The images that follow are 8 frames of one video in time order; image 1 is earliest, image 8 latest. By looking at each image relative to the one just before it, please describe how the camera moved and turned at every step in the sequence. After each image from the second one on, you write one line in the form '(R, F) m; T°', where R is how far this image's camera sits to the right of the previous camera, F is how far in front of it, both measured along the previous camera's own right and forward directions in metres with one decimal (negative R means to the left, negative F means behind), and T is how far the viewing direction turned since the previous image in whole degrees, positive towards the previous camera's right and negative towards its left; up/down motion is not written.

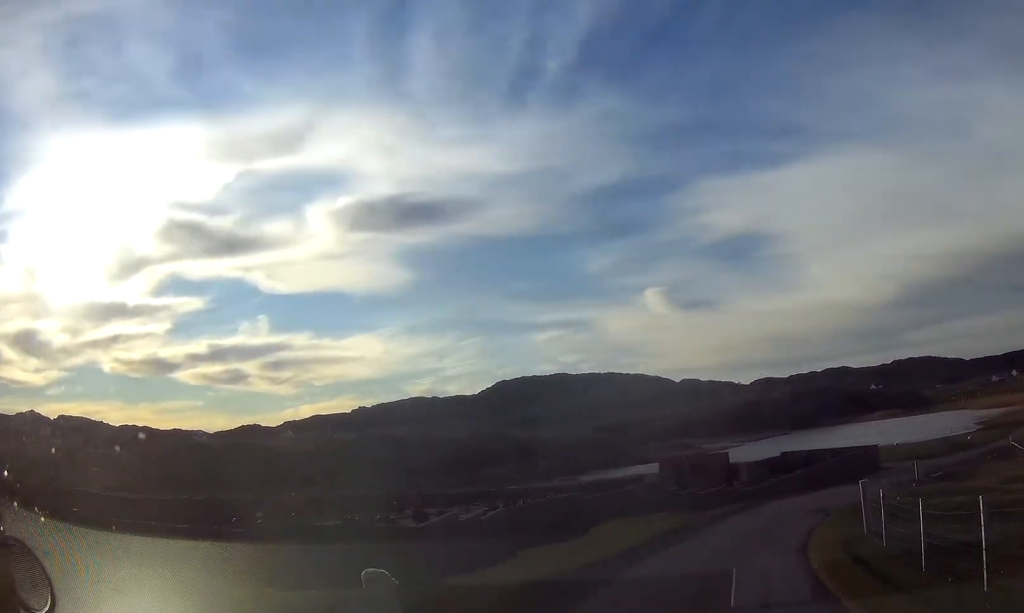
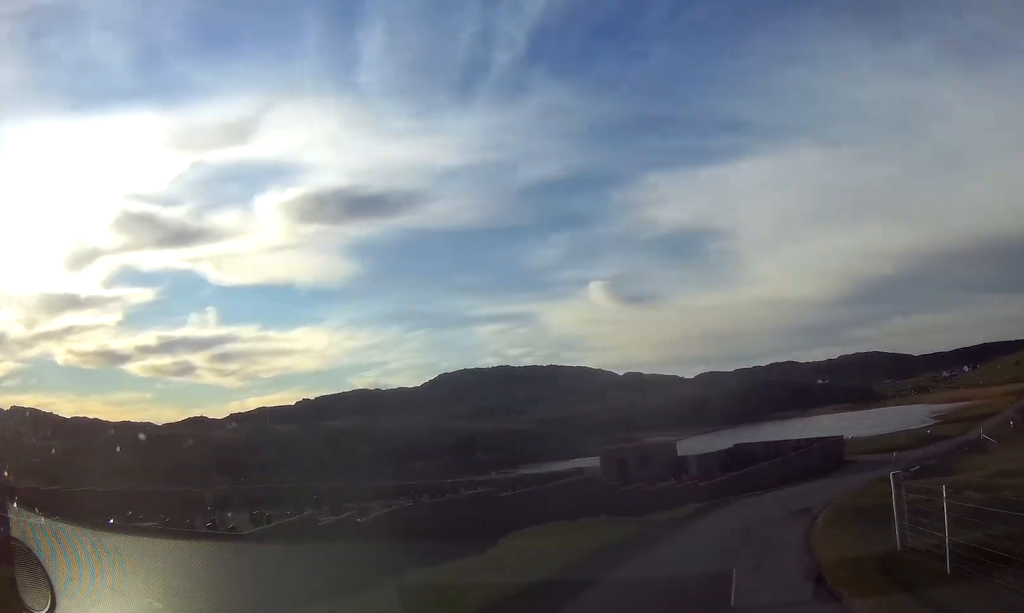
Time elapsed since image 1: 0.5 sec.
(0.0, +5.9) m; +4°
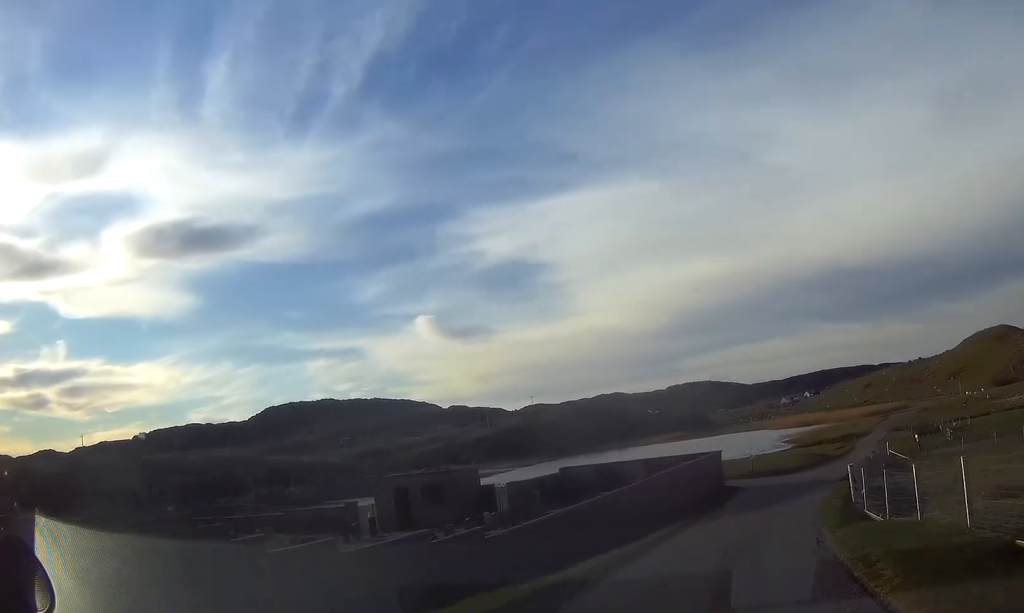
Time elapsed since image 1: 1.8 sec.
(+2.1, +17.7) m; +13°
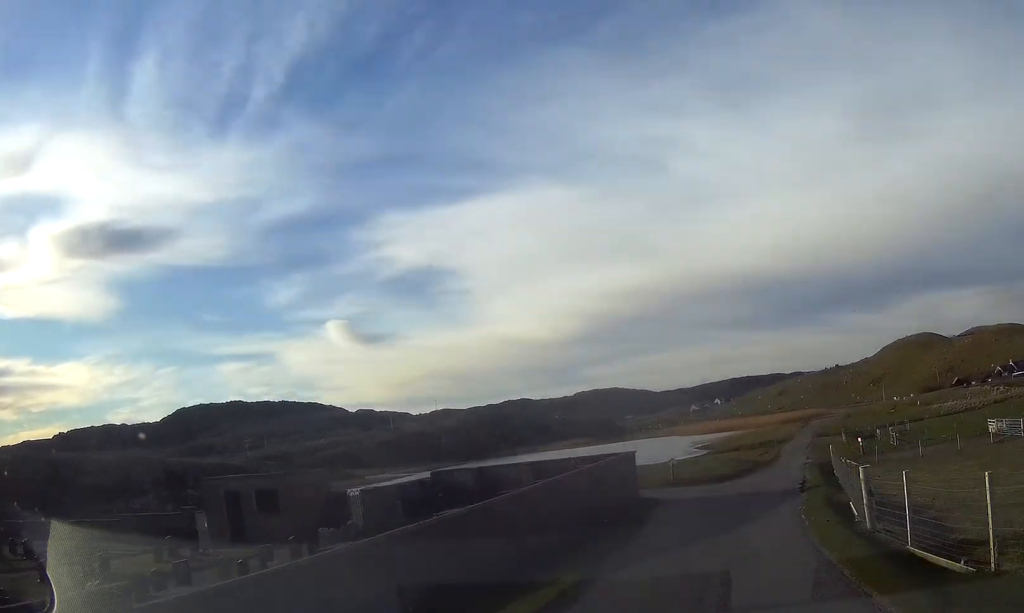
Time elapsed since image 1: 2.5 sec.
(+0.4, +9.5) m; +6°
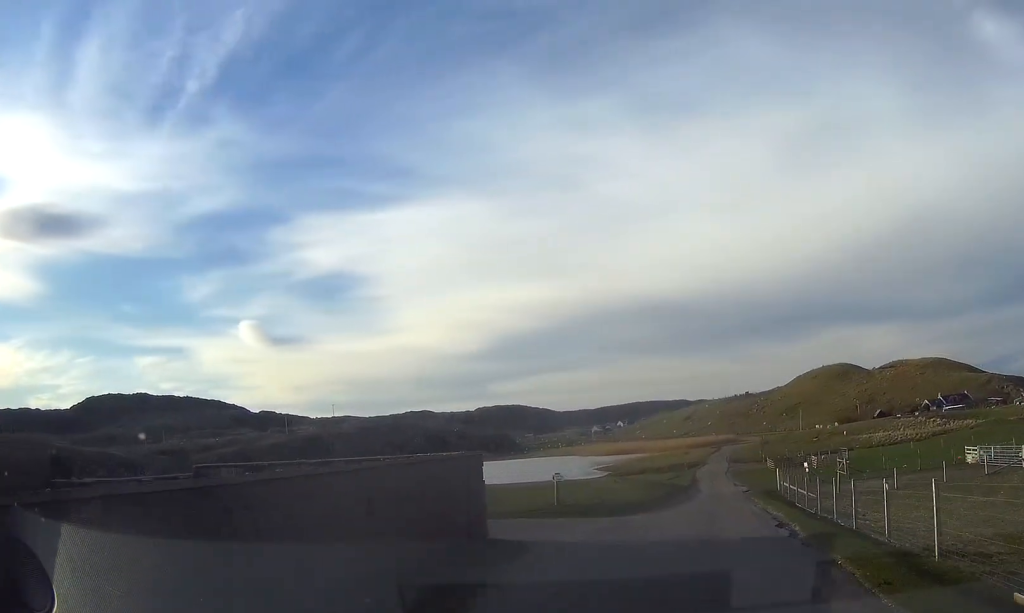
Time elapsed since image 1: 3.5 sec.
(+0.9, +13.3) m; +6°
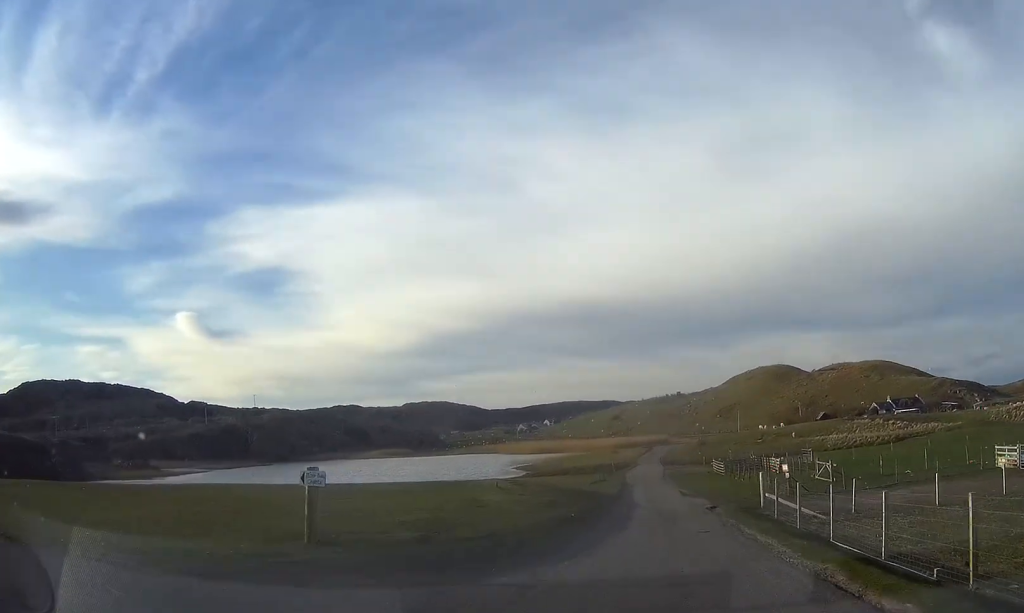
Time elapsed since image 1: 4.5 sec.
(+0.7, +14.5) m; +4°
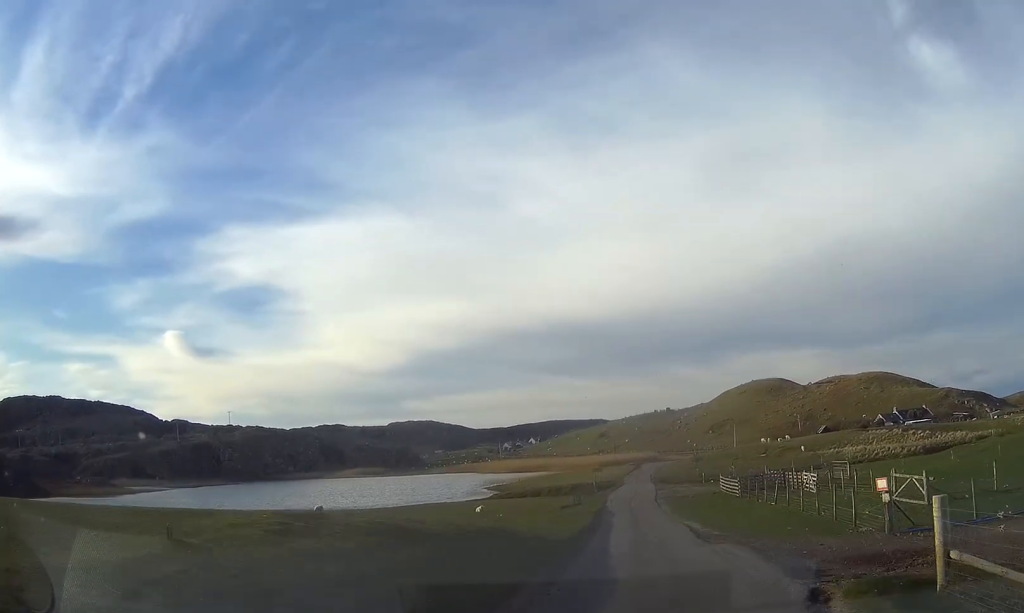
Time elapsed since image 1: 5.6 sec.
(+0.2, +15.8) m; 0°
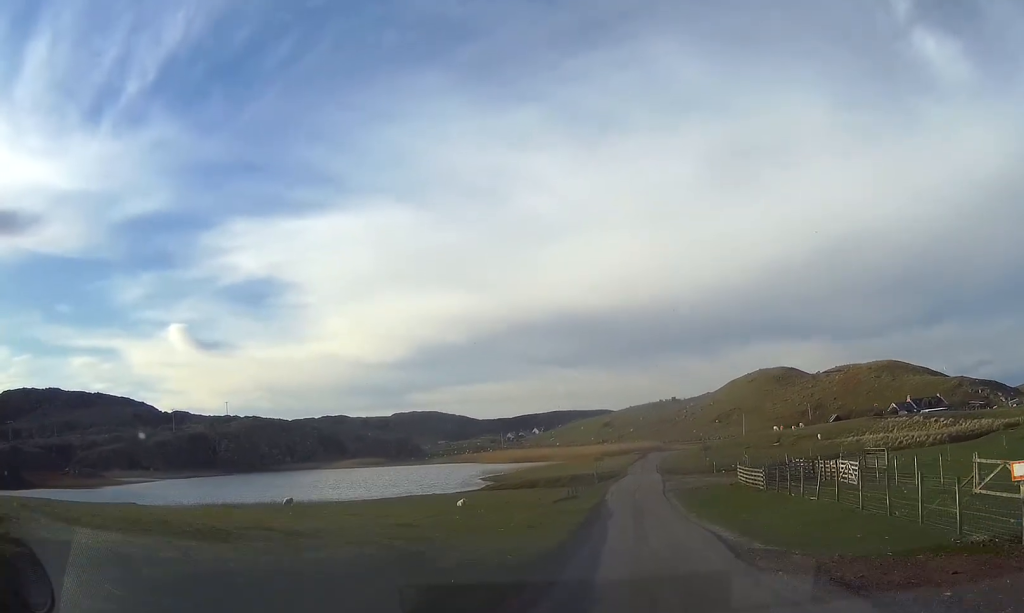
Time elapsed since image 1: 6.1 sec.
(0.0, +7.4) m; 0°
